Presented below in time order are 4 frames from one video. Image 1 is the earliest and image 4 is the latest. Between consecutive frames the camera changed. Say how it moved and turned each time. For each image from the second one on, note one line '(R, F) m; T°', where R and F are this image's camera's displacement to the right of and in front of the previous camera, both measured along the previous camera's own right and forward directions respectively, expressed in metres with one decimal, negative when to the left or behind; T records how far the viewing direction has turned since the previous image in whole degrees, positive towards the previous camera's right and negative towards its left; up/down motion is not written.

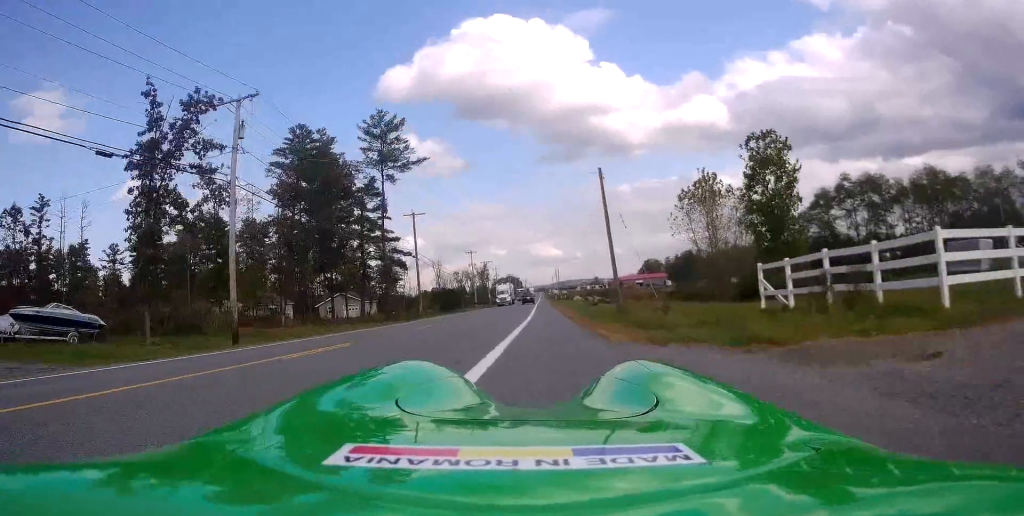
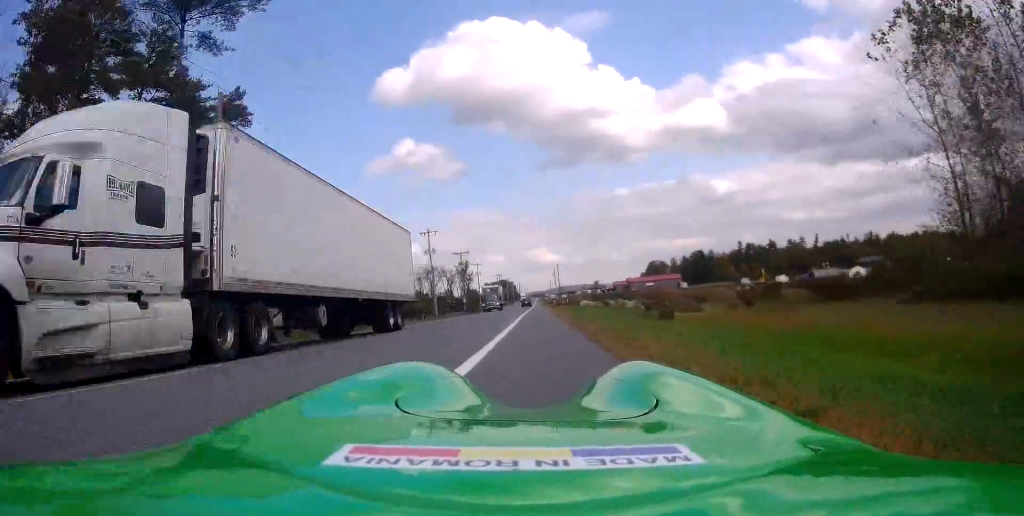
(-0.6, +39.9) m; +2°
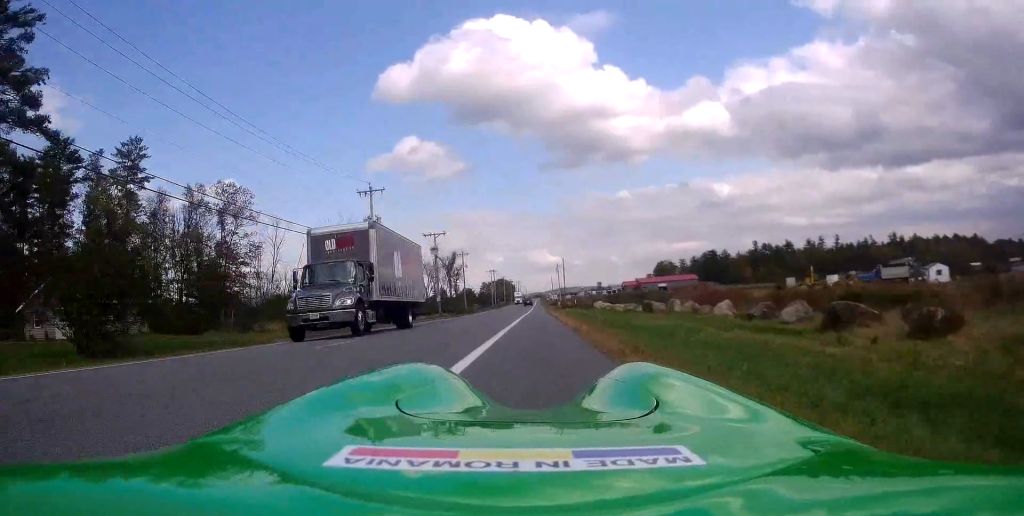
(+0.6, +28.1) m; -1°
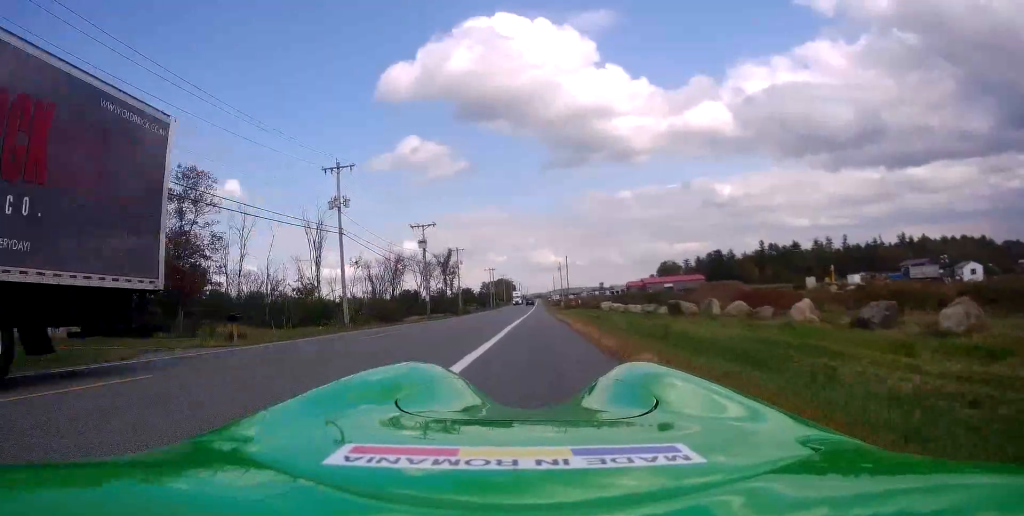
(-0.1, +8.5) m; -1°
